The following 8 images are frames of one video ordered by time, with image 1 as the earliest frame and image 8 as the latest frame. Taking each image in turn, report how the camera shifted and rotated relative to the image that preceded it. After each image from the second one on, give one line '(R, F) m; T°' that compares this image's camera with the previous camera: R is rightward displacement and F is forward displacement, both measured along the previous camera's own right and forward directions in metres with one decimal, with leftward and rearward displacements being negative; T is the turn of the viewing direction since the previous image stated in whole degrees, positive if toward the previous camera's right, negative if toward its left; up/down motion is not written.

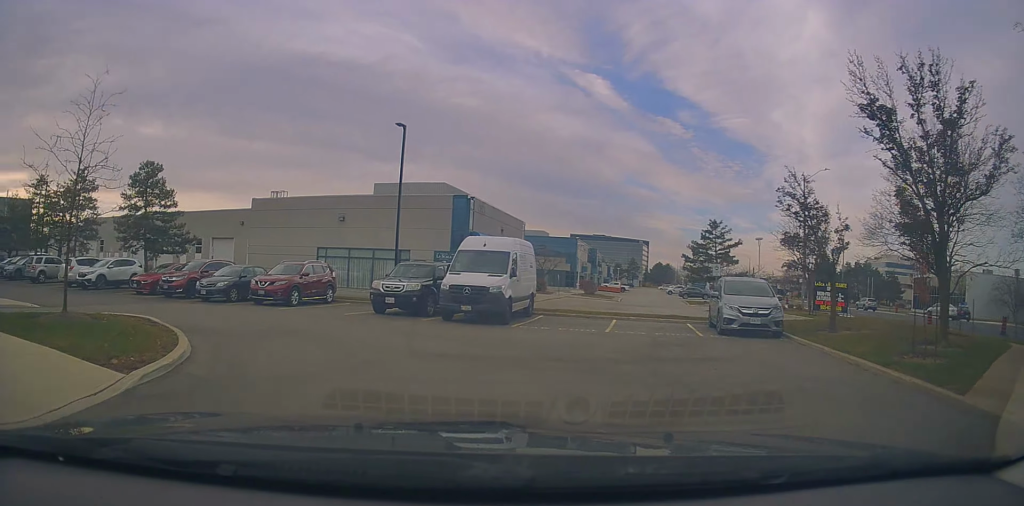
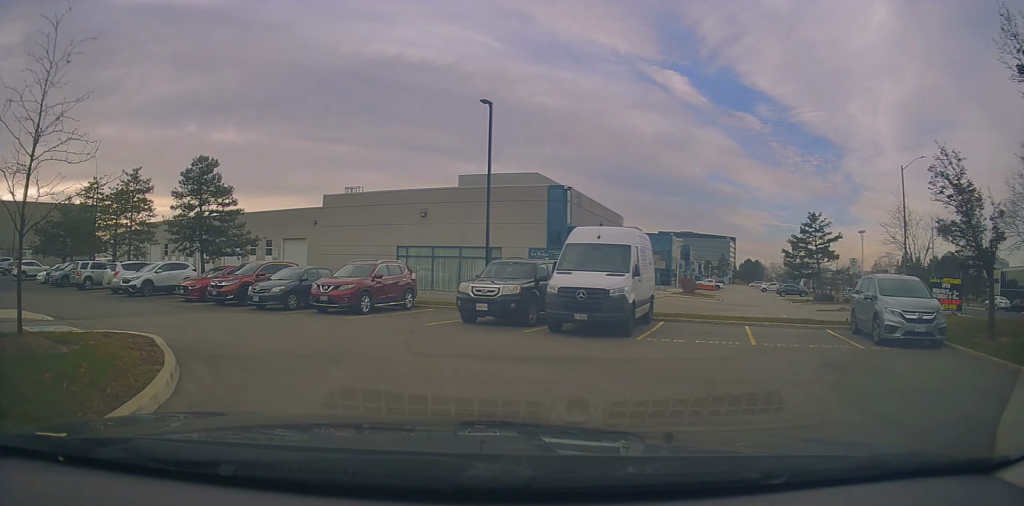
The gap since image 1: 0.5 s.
(+0.3, +3.5) m; -4°
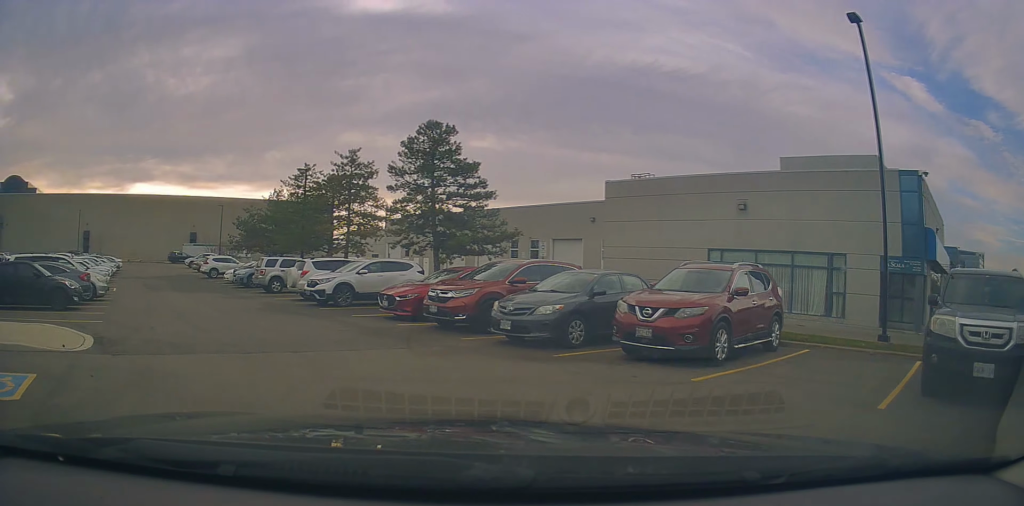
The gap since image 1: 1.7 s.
(-1.0, +8.3) m; -20°
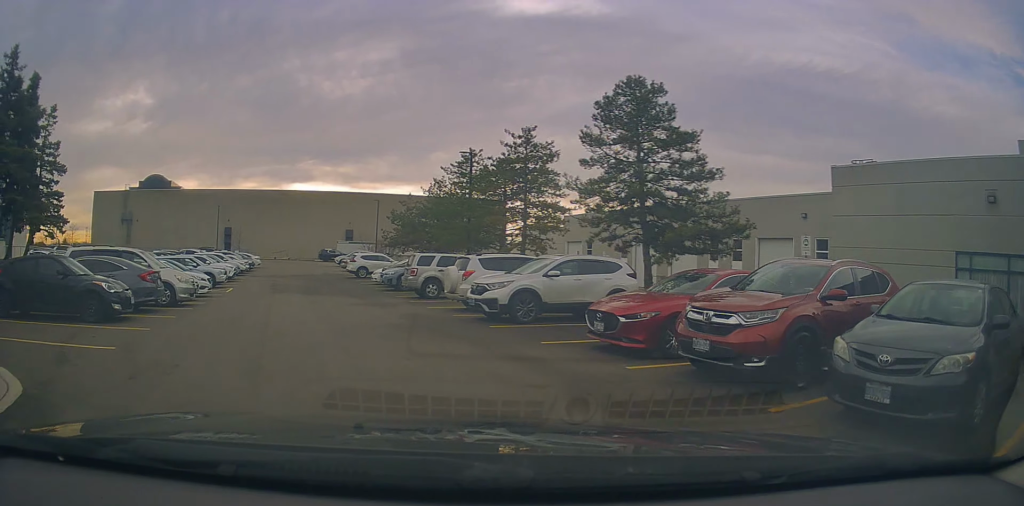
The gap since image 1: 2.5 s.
(-0.8, +5.7) m; -16°
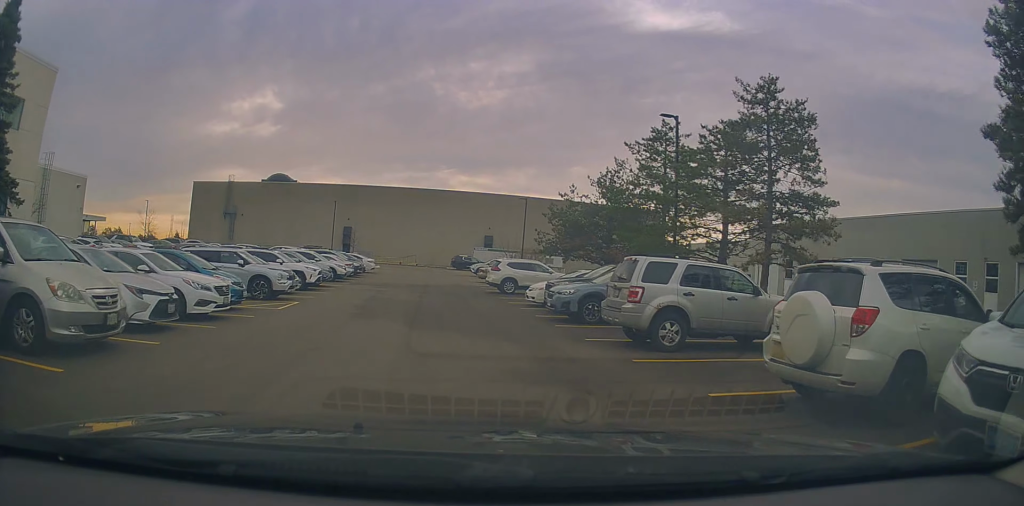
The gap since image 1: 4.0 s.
(-2.4, +10.3) m; -24°
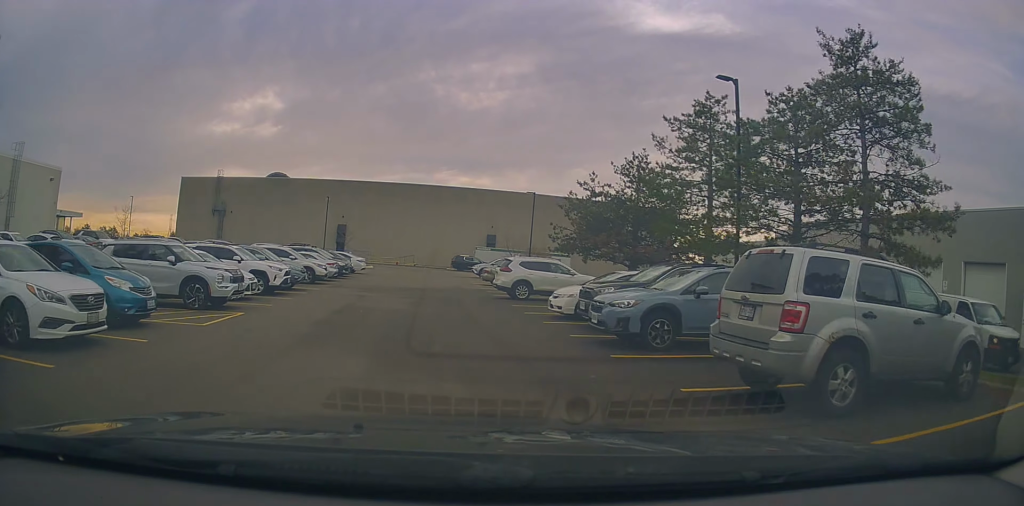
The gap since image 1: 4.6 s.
(-0.3, +4.9) m; -2°
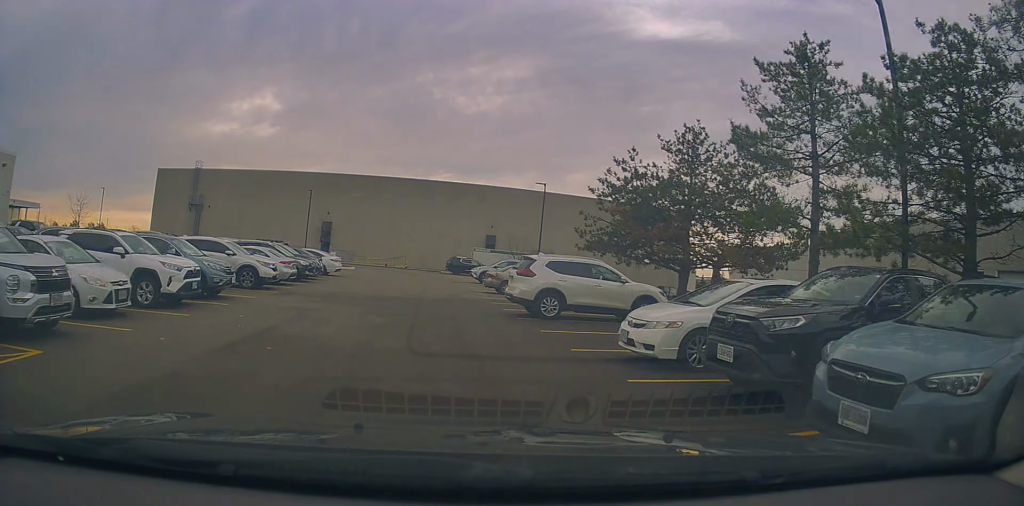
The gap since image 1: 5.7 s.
(-0.1, +7.6) m; +1°
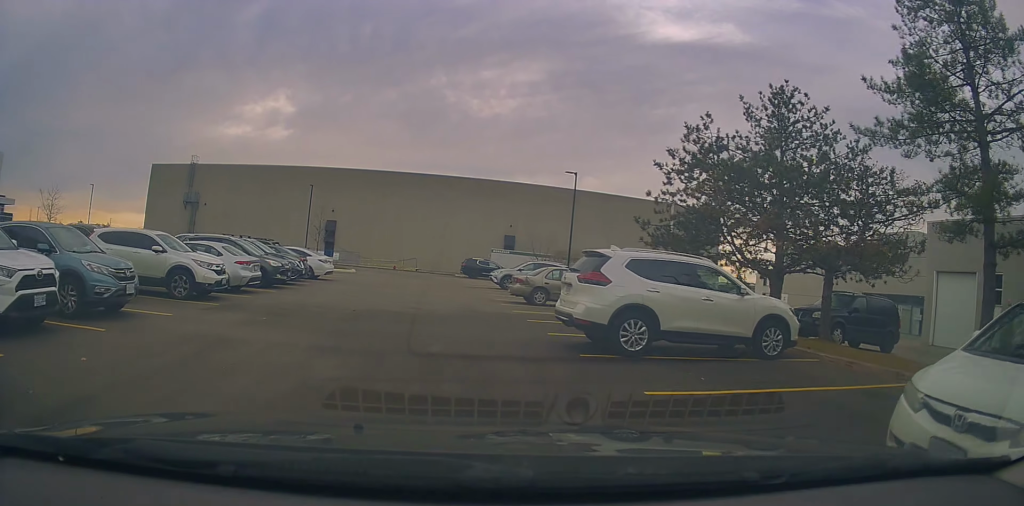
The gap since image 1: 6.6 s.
(+0.1, +6.4) m; -2°
